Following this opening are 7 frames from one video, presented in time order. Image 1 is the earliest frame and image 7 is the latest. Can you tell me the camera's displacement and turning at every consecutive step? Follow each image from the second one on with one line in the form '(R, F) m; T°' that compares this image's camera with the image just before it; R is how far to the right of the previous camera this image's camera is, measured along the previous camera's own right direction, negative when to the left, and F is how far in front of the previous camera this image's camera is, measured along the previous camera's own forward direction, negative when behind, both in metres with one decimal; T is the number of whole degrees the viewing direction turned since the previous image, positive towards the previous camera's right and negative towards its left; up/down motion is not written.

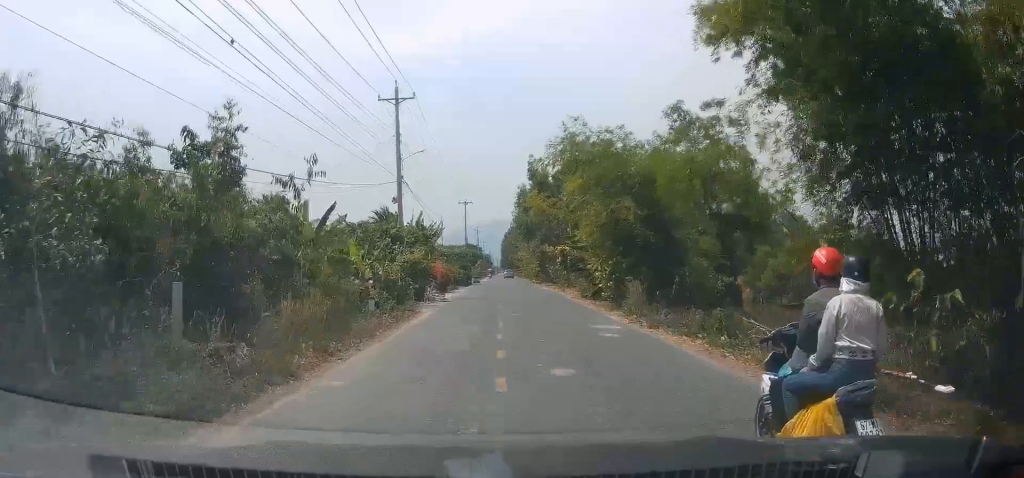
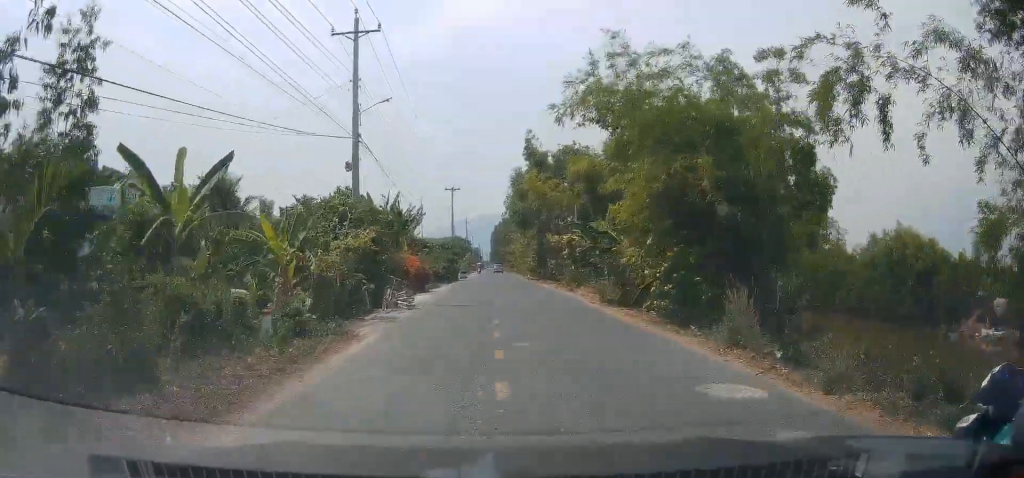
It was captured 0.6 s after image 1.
(+0.2, +9.1) m; 0°
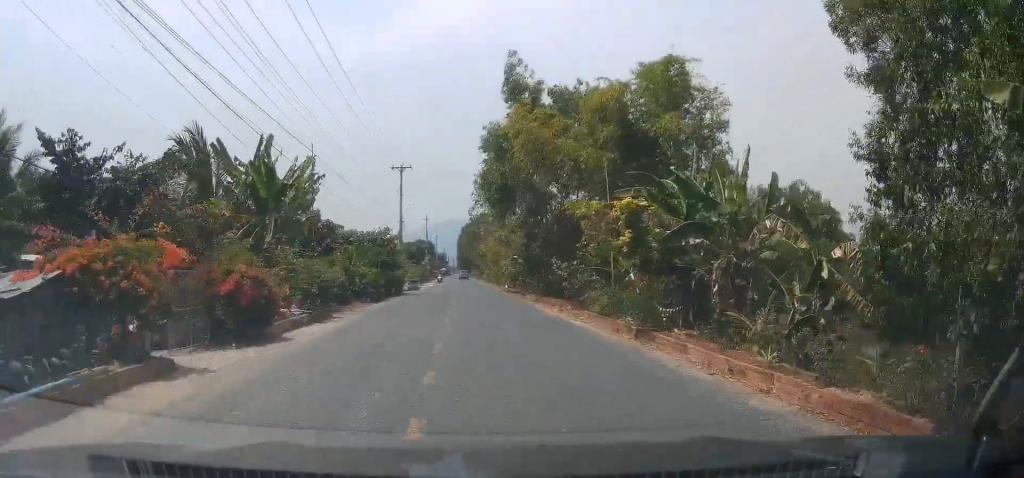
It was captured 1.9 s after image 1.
(-0.2, +21.8) m; 0°
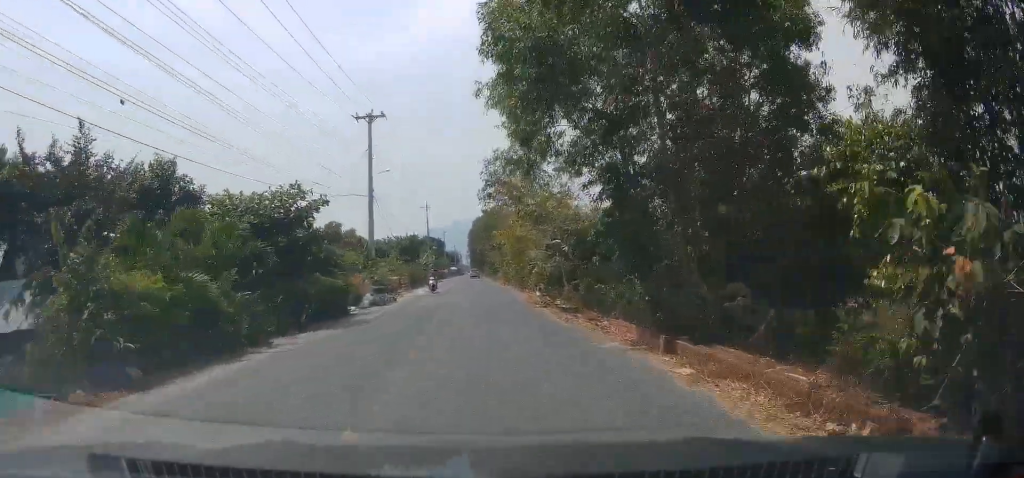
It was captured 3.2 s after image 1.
(+0.4, +21.6) m; +2°
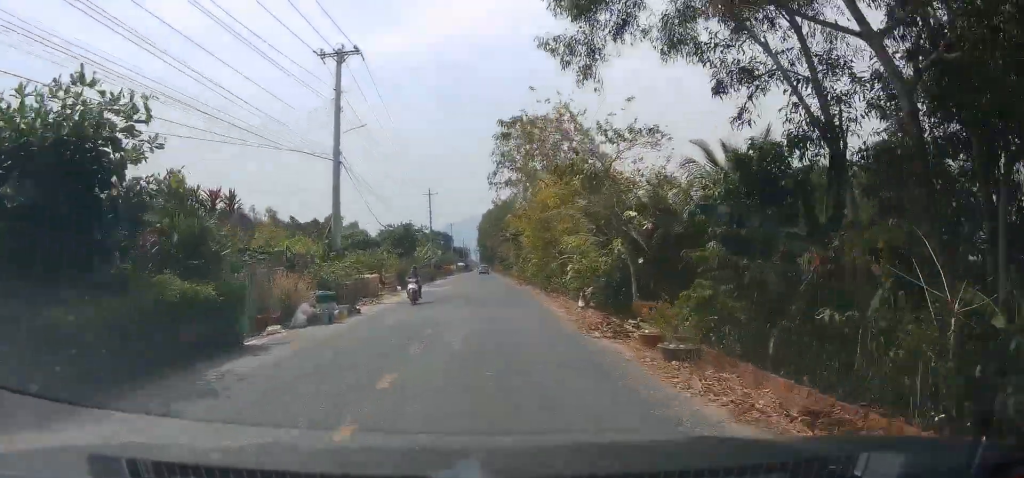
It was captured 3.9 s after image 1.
(0.0, +12.3) m; +1°
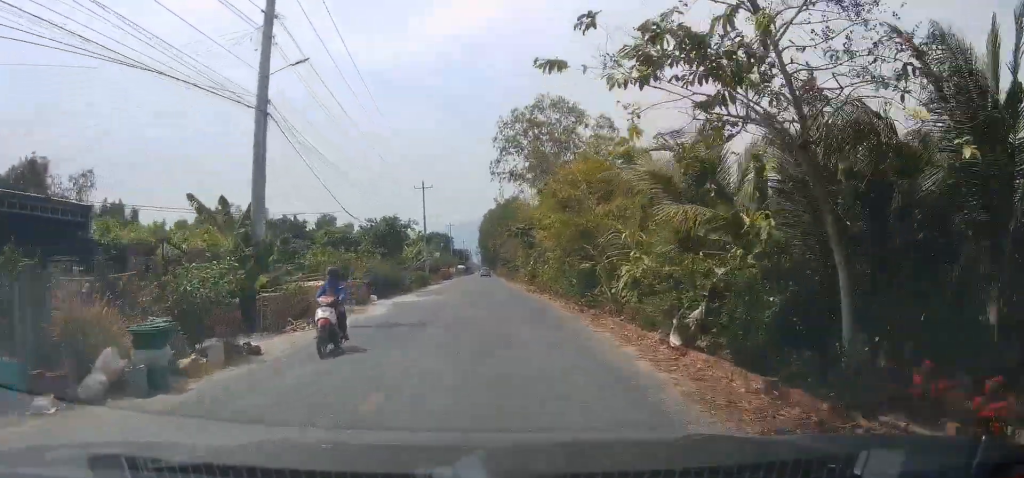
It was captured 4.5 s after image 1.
(+0.1, +10.3) m; 0°
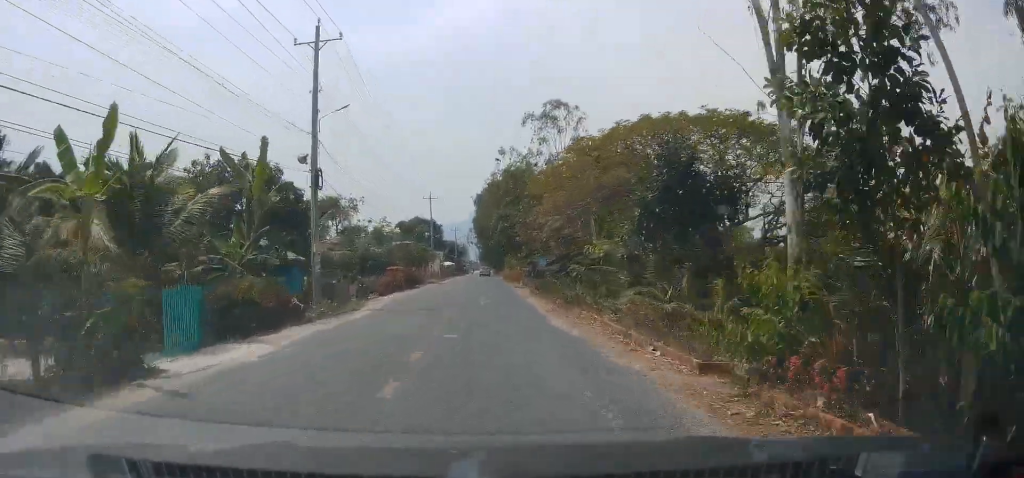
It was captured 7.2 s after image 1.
(-0.7, +47.3) m; -2°
